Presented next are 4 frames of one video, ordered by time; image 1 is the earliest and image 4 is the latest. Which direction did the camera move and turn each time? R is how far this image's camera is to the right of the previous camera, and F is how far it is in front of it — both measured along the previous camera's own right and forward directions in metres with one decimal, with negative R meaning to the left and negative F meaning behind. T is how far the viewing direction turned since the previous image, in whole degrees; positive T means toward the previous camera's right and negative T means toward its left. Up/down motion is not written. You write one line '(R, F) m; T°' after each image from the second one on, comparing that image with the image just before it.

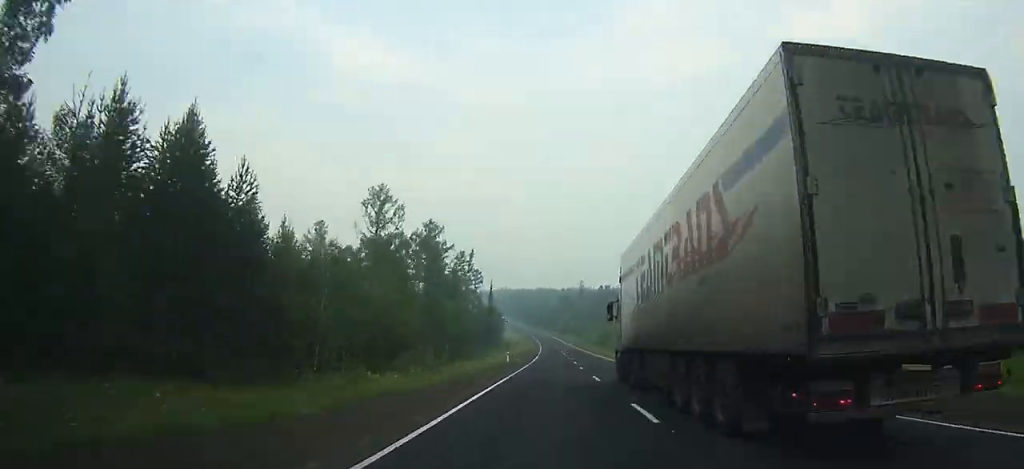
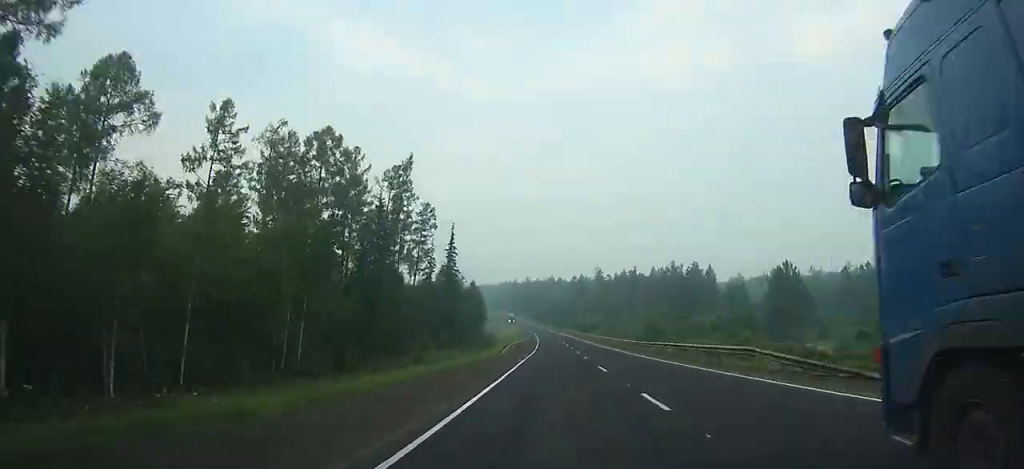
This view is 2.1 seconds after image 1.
(-0.1, +71.6) m; -1°
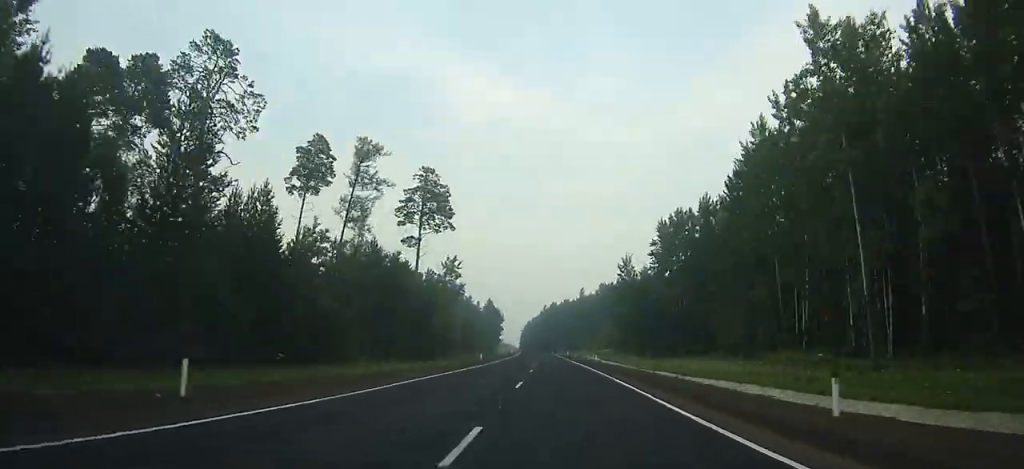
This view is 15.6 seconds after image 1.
(-48.6, +435.4) m; -19°
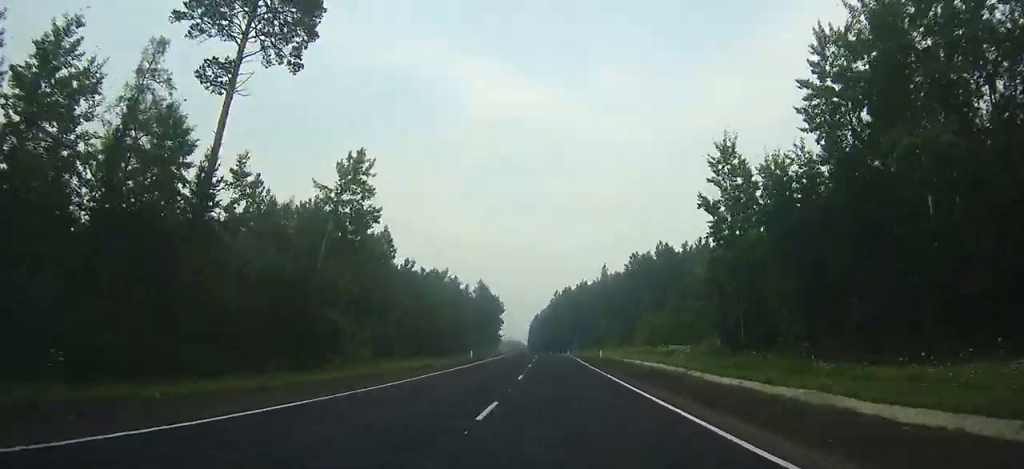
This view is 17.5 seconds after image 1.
(+4.1, +54.6) m; +3°
